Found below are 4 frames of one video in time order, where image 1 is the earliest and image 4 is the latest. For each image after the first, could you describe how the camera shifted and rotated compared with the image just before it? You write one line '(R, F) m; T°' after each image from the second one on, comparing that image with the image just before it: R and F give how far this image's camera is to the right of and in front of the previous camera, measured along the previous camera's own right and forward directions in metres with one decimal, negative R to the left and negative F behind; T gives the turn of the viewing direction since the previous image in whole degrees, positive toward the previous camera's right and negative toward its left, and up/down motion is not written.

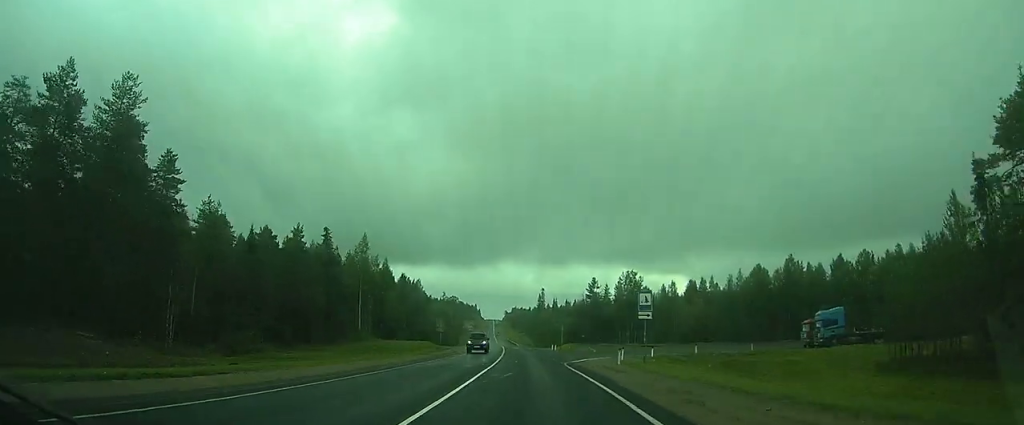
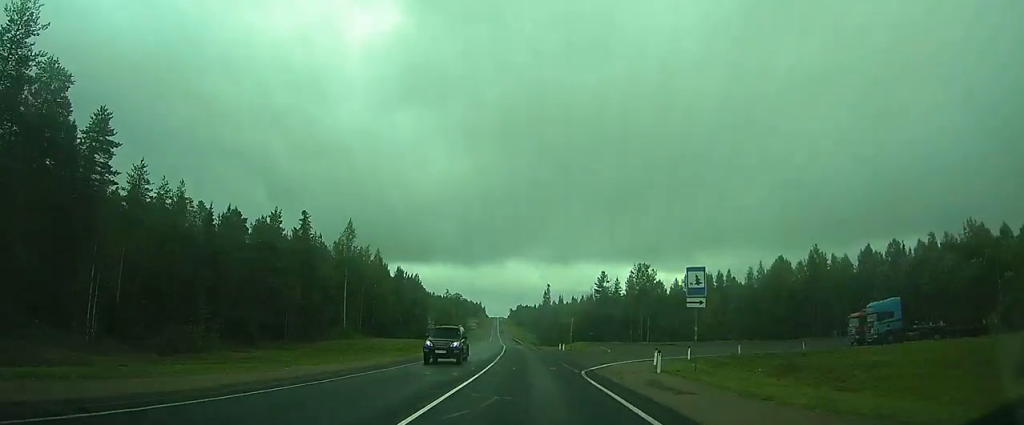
(0.0, +9.0) m; -1°
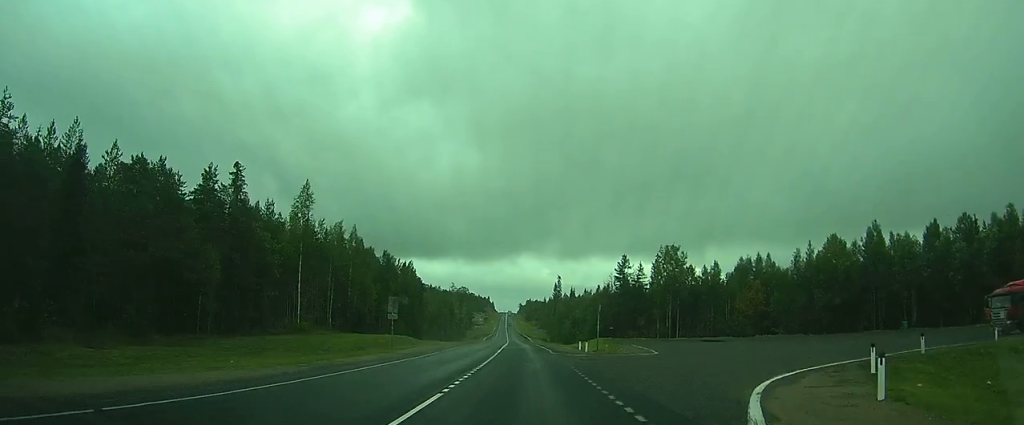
(-0.1, +17.9) m; -1°
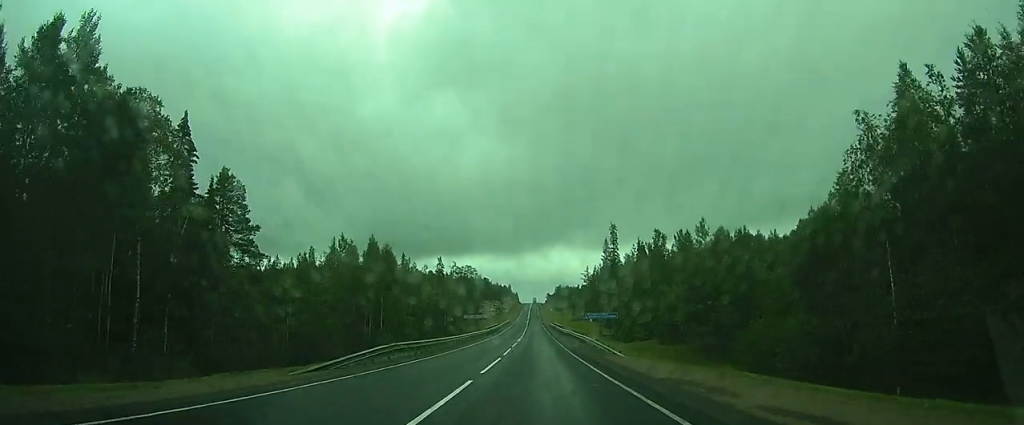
(-8.0, +107.7) m; -7°
